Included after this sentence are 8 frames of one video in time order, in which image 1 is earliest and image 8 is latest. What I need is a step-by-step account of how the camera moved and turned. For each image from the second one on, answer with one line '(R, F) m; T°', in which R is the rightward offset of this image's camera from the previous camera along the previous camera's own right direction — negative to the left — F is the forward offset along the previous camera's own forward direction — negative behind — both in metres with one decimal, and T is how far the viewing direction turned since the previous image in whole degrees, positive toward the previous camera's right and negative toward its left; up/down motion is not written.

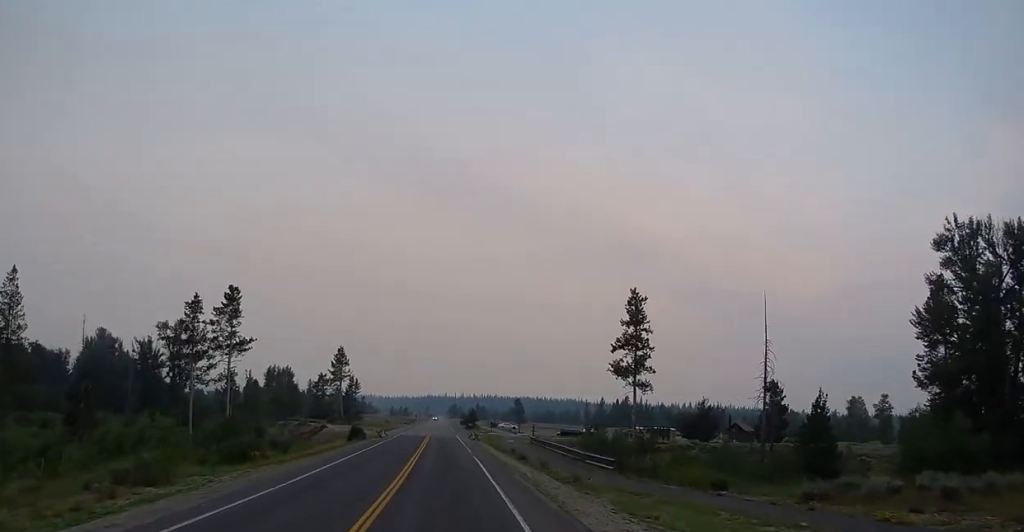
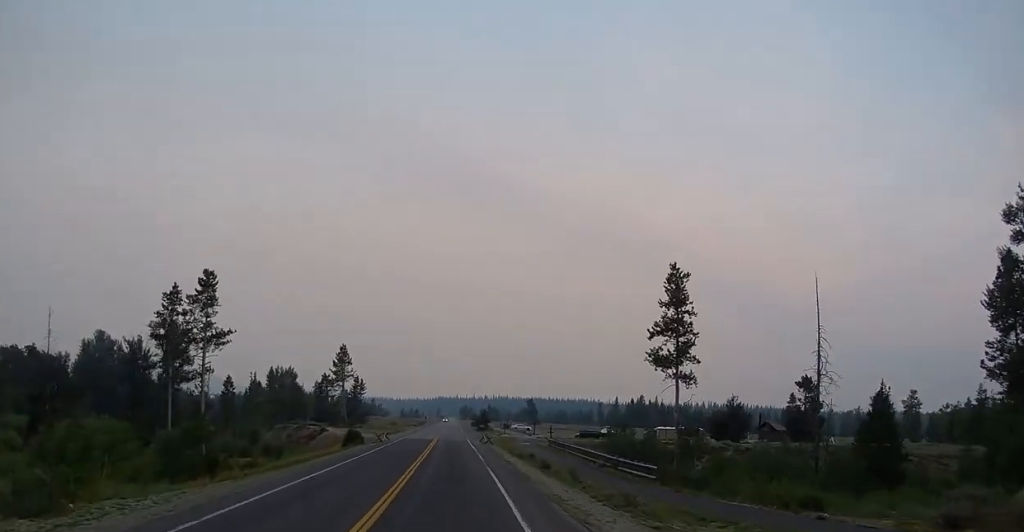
(0.0, +8.1) m; 0°
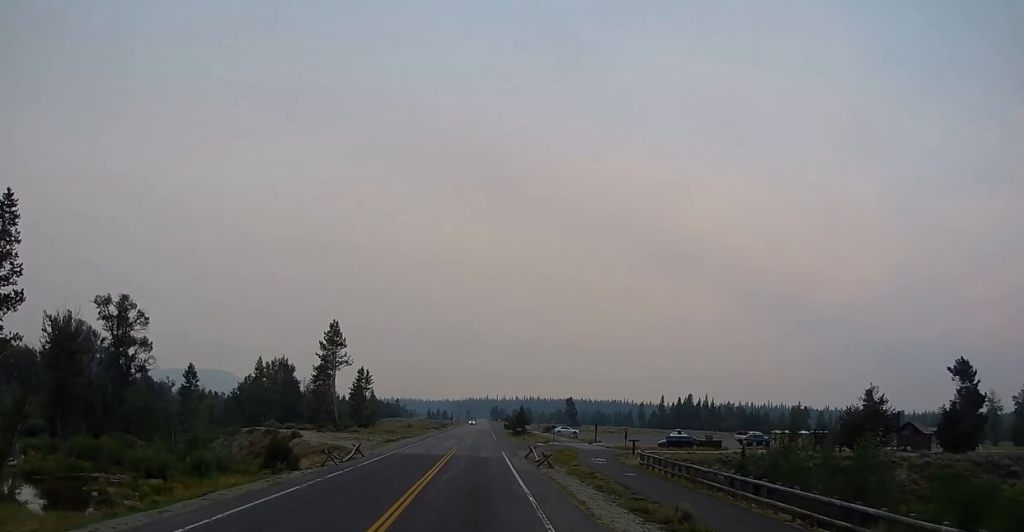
(+0.3, +31.6) m; 0°
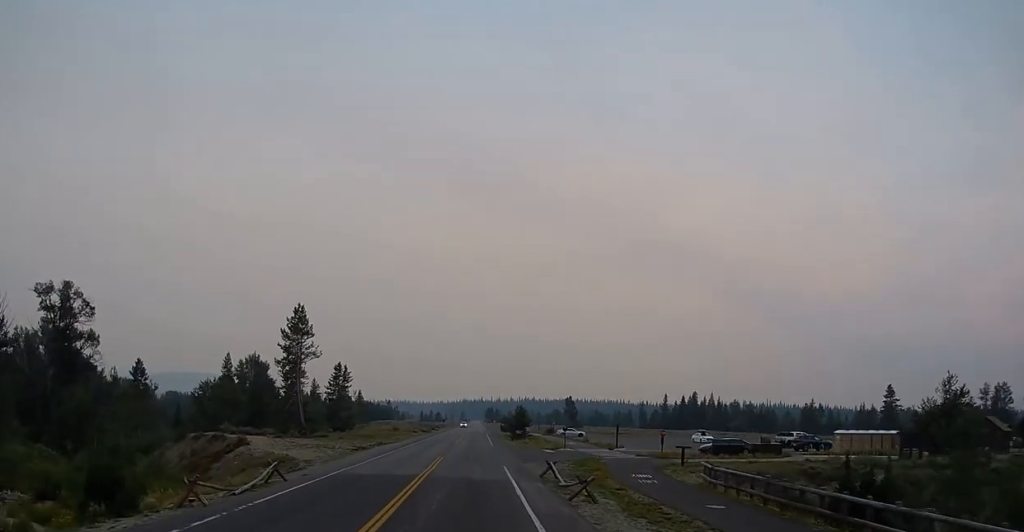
(-0.1, +14.7) m; -2°
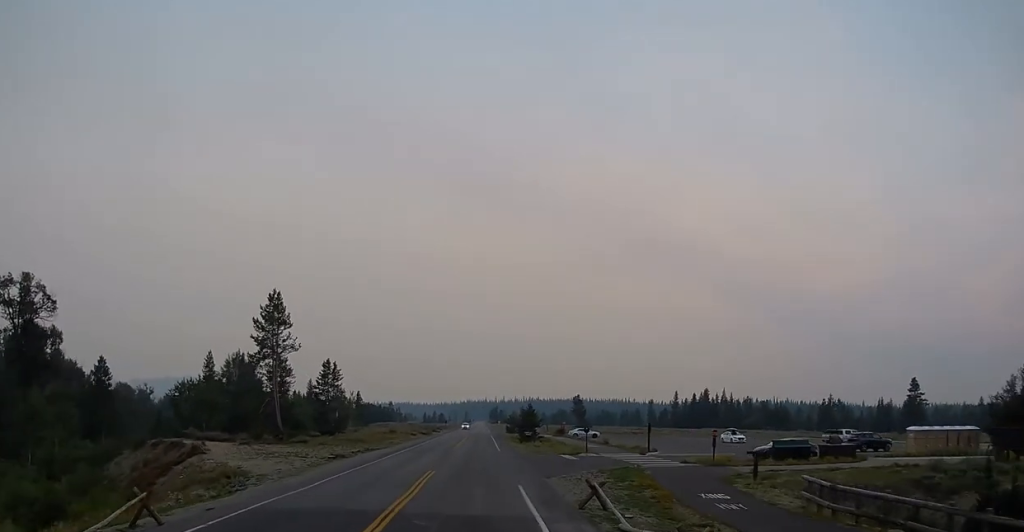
(-0.2, +10.7) m; -1°
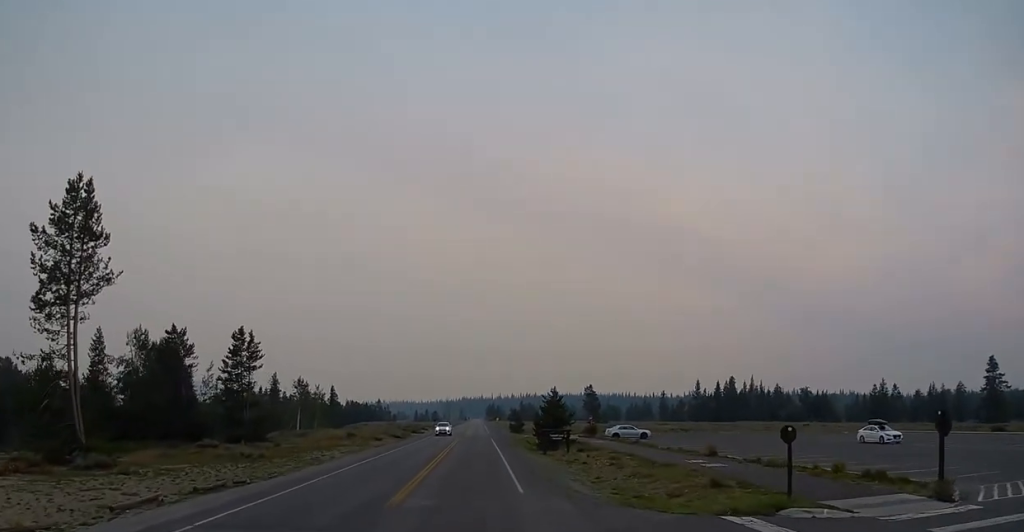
(+0.2, +36.2) m; +2°
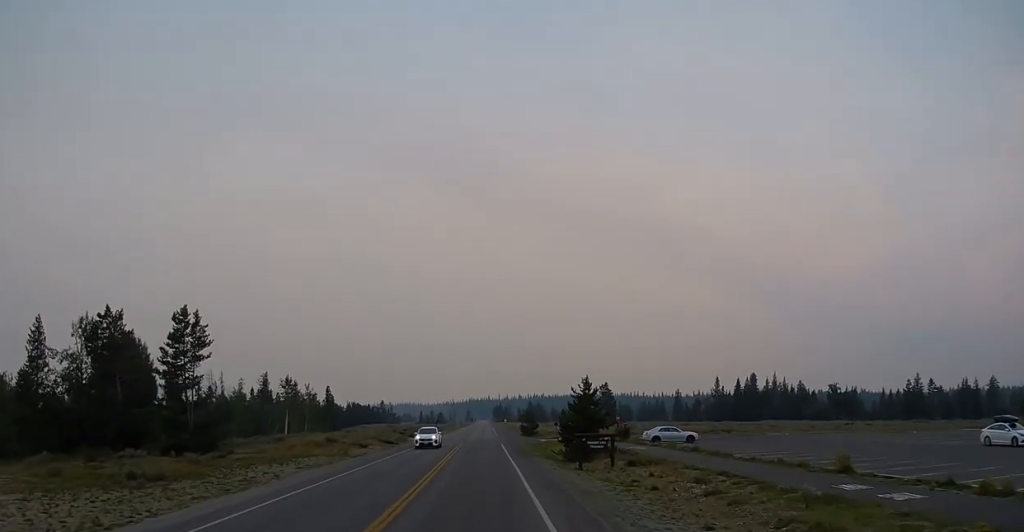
(+0.6, +14.1) m; 0°
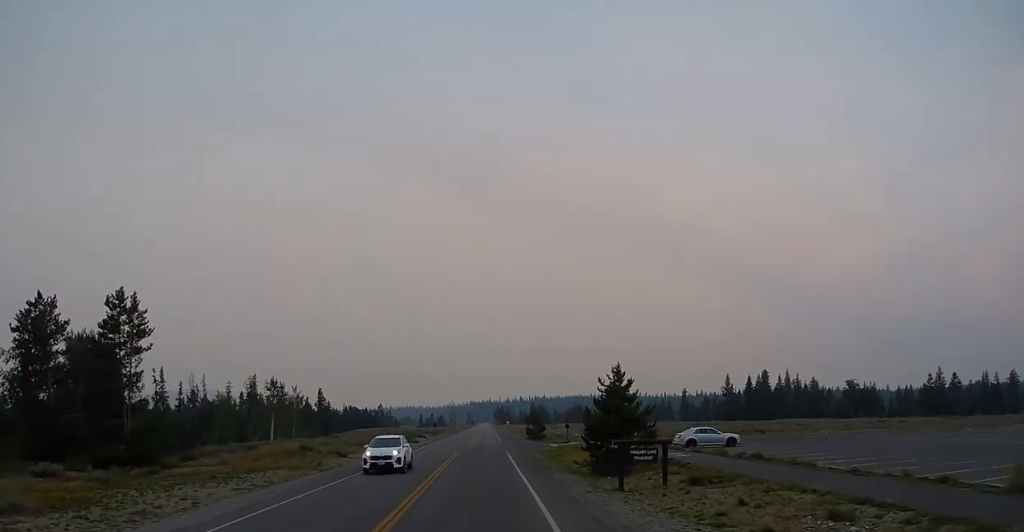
(-0.3, +9.8) m; 0°
